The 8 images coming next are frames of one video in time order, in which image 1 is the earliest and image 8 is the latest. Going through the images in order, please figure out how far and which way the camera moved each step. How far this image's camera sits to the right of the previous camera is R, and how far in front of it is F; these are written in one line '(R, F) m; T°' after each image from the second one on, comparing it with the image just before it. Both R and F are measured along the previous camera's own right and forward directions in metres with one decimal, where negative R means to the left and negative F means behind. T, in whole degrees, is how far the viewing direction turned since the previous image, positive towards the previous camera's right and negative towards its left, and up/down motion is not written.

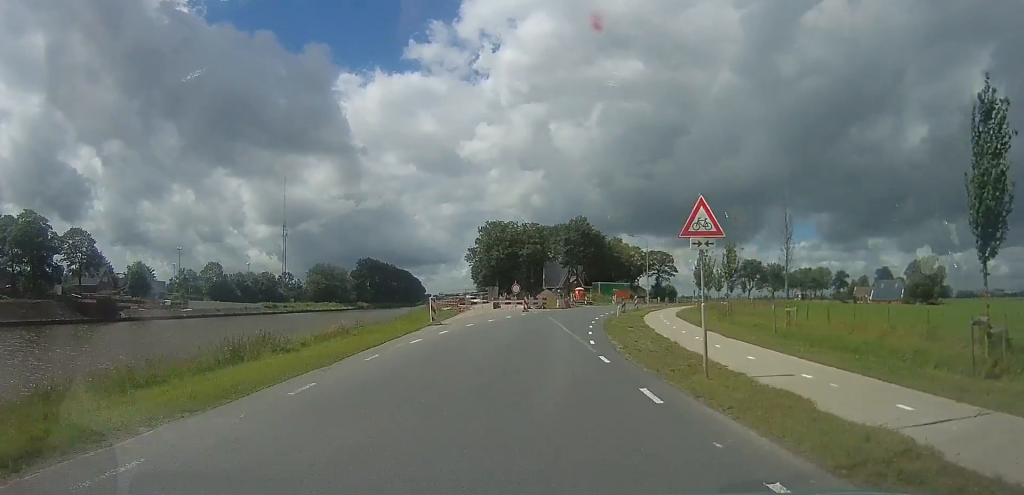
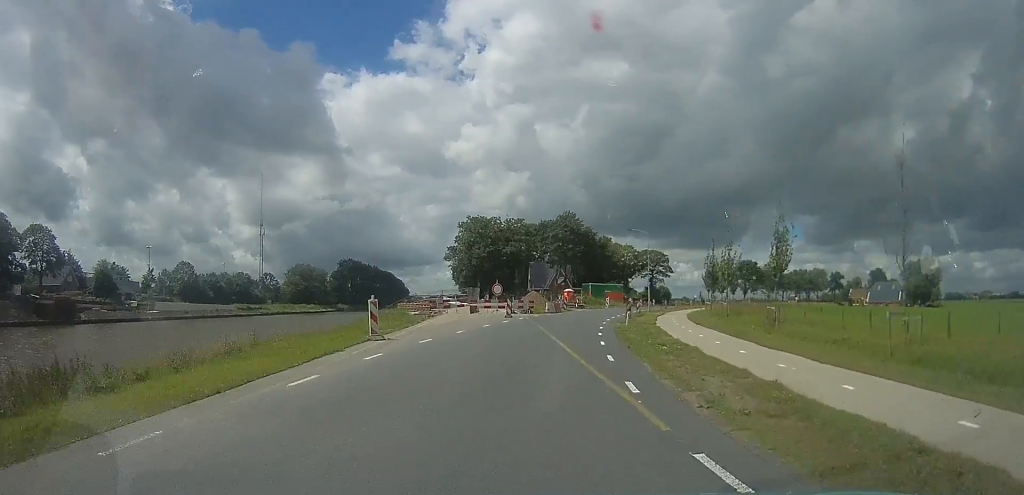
(+0.7, +6.7) m; +5°
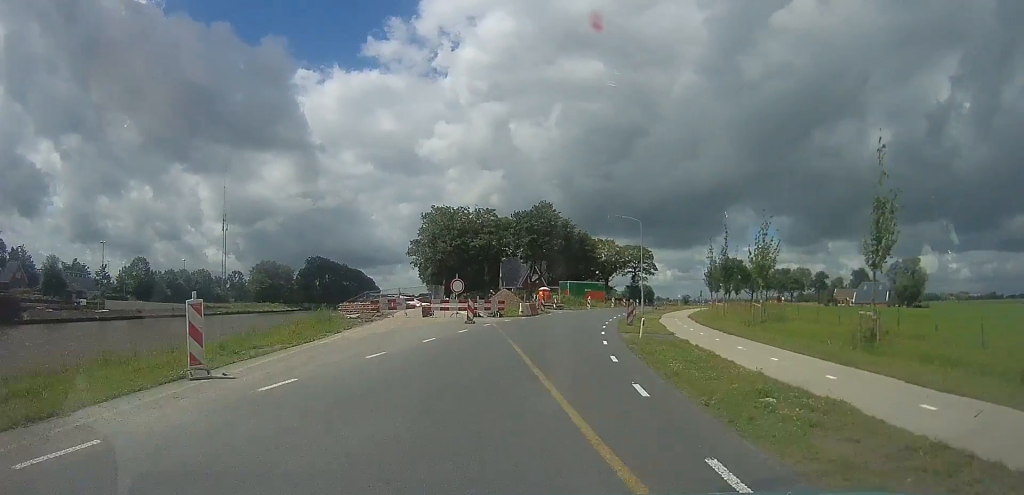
(+0.2, +7.8) m; +4°
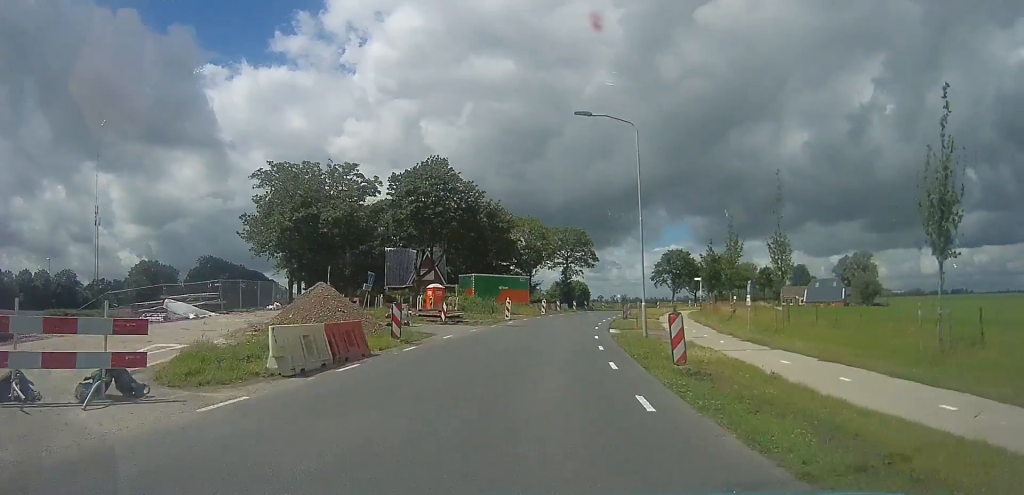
(+2.2, +25.0) m; +11°
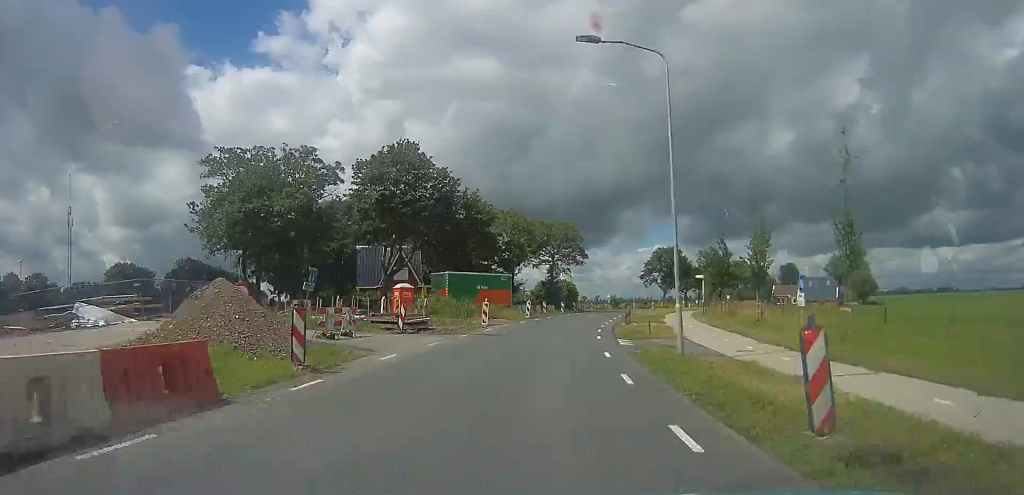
(0.0, +5.9) m; +3°
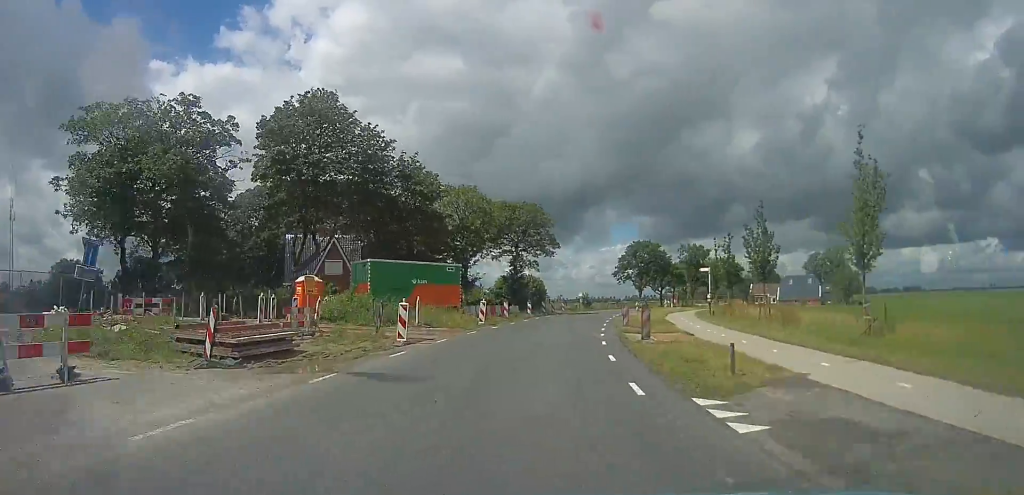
(+0.8, +11.5) m; +4°
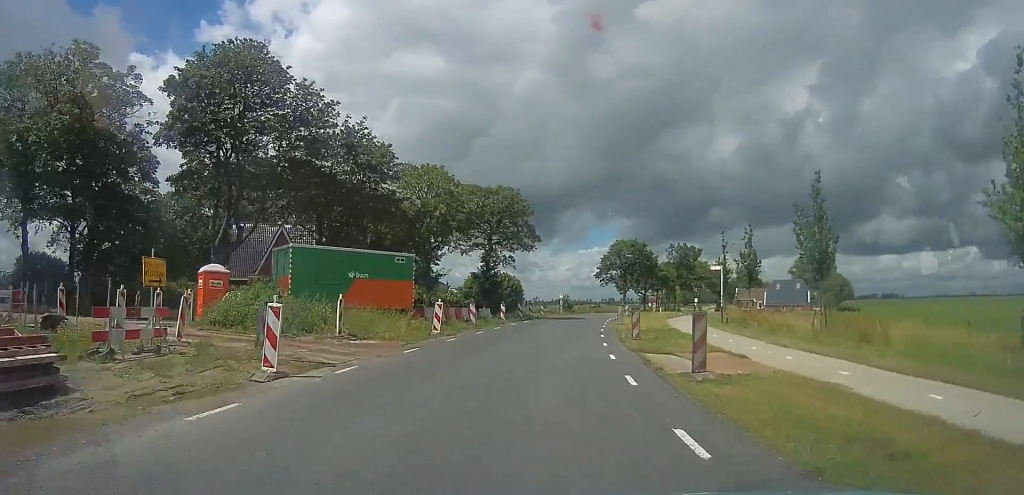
(0.0, +7.2) m; +1°
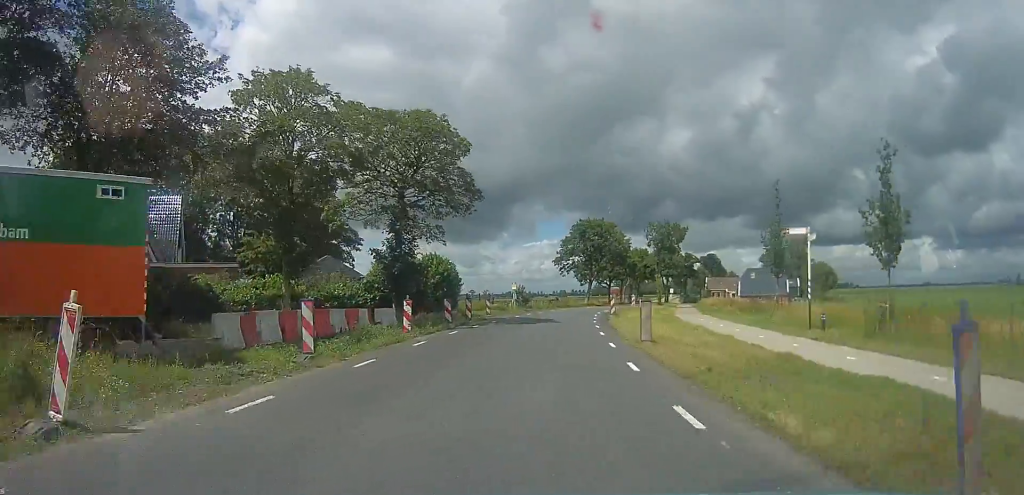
(+0.2, +15.5) m; +1°
